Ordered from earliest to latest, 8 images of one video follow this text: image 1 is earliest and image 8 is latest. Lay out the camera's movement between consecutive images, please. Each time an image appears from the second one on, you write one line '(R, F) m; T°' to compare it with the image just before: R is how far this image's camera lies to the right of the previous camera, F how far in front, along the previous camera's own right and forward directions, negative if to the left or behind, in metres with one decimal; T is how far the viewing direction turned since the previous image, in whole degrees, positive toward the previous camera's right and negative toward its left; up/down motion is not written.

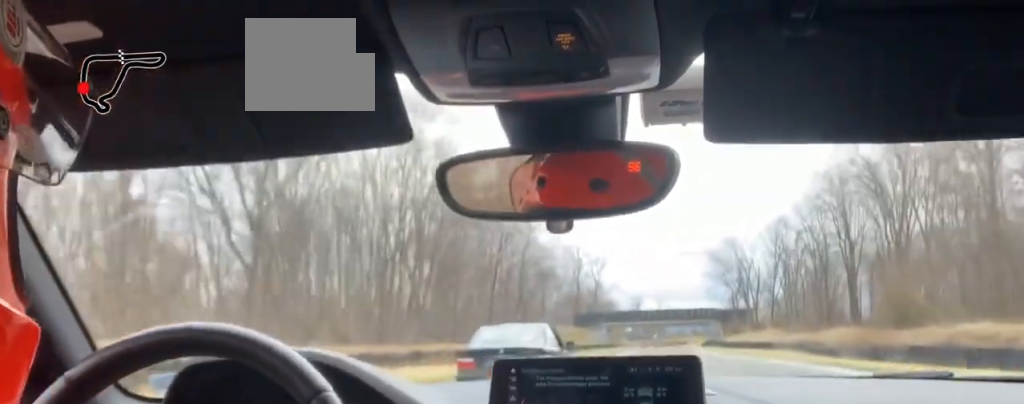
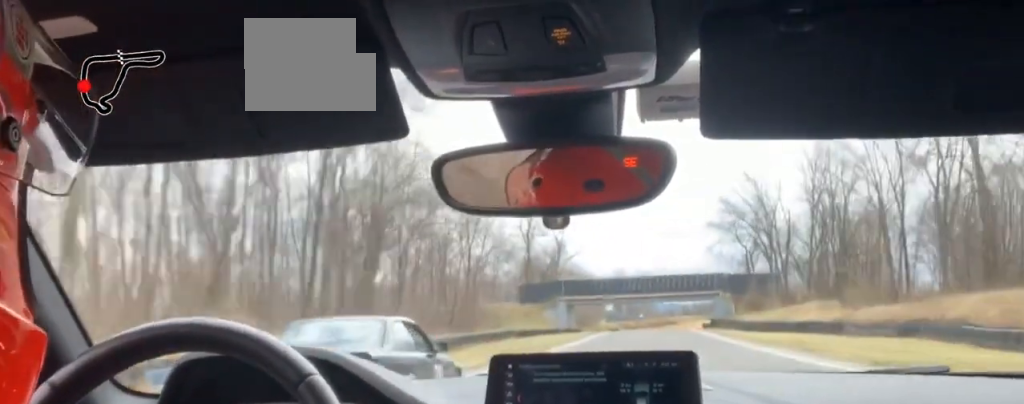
(+0.7, +55.2) m; +2°
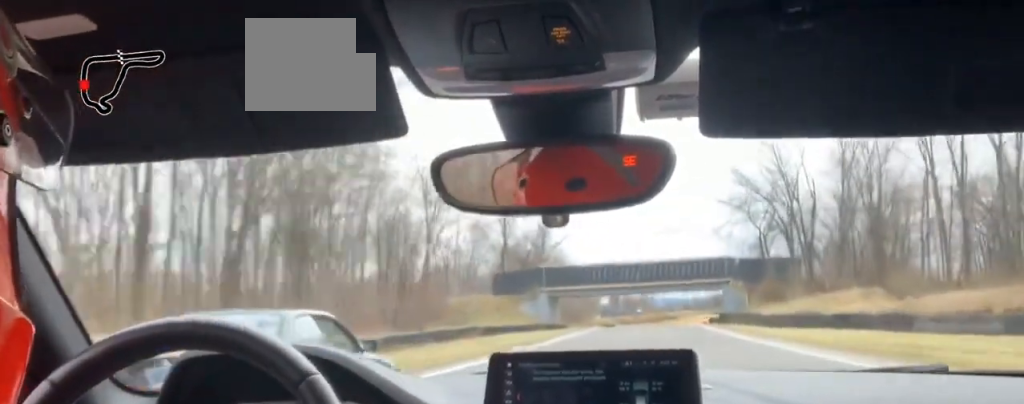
(+0.2, +19.3) m; 0°
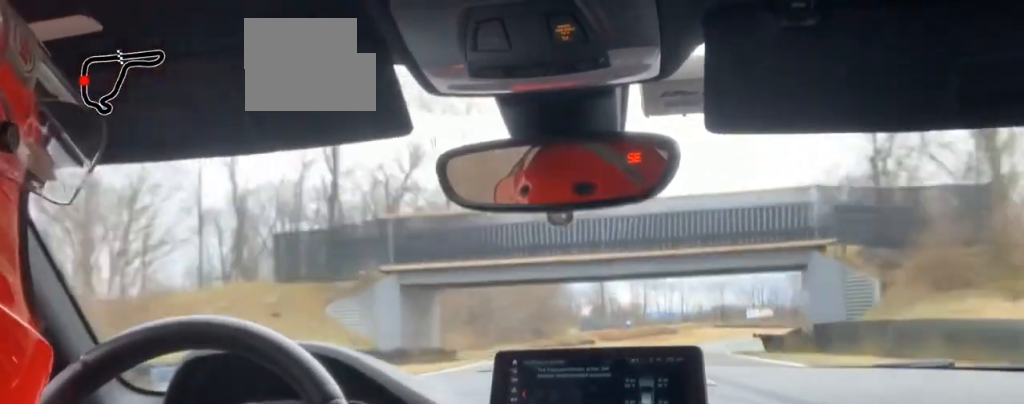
(+0.7, +58.7) m; +5°
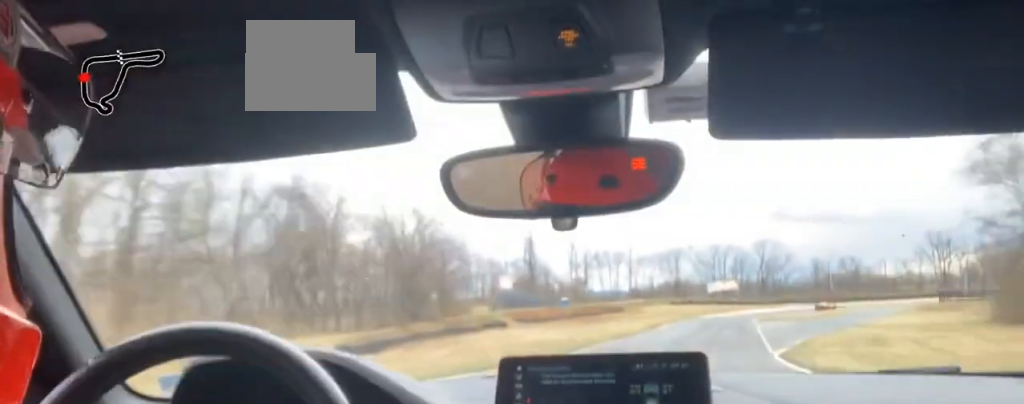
(+4.0, +50.5) m; -2°
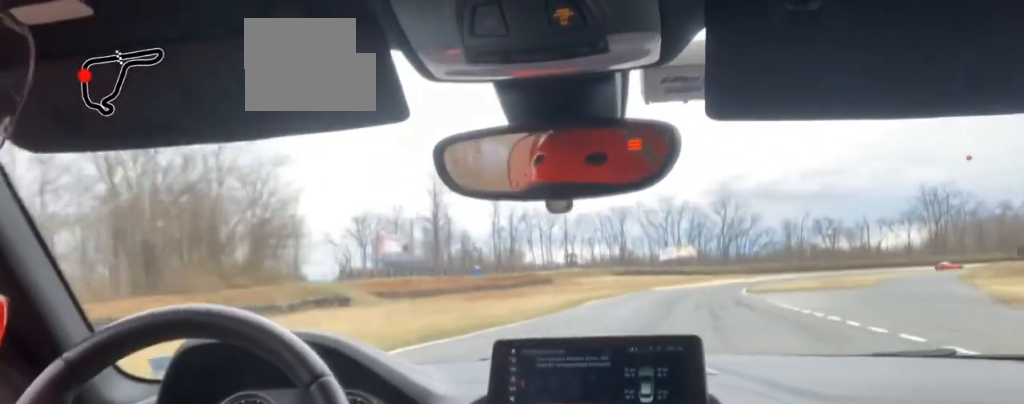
(-4.8, +41.6) m; -3°
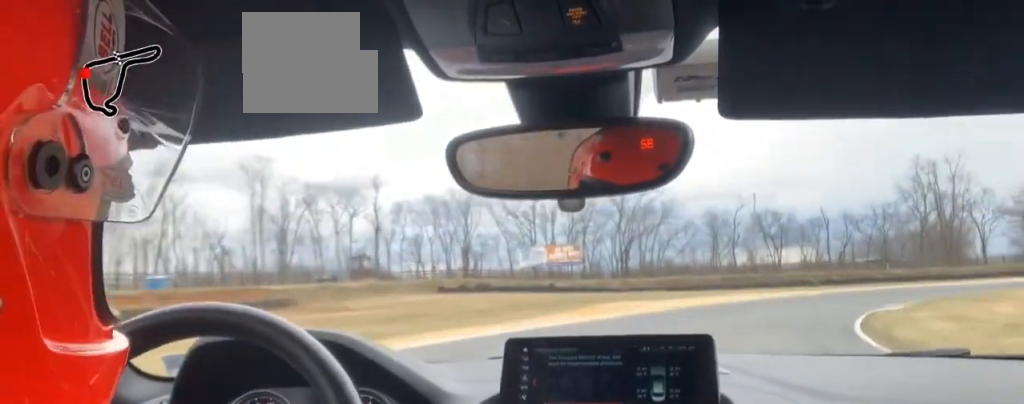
(+6.7, +76.0) m; +12°
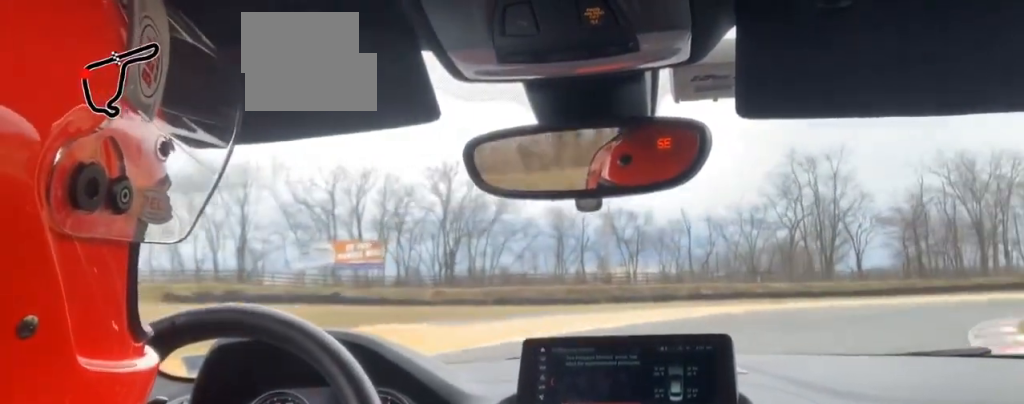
(+1.5, +30.3) m; +11°
